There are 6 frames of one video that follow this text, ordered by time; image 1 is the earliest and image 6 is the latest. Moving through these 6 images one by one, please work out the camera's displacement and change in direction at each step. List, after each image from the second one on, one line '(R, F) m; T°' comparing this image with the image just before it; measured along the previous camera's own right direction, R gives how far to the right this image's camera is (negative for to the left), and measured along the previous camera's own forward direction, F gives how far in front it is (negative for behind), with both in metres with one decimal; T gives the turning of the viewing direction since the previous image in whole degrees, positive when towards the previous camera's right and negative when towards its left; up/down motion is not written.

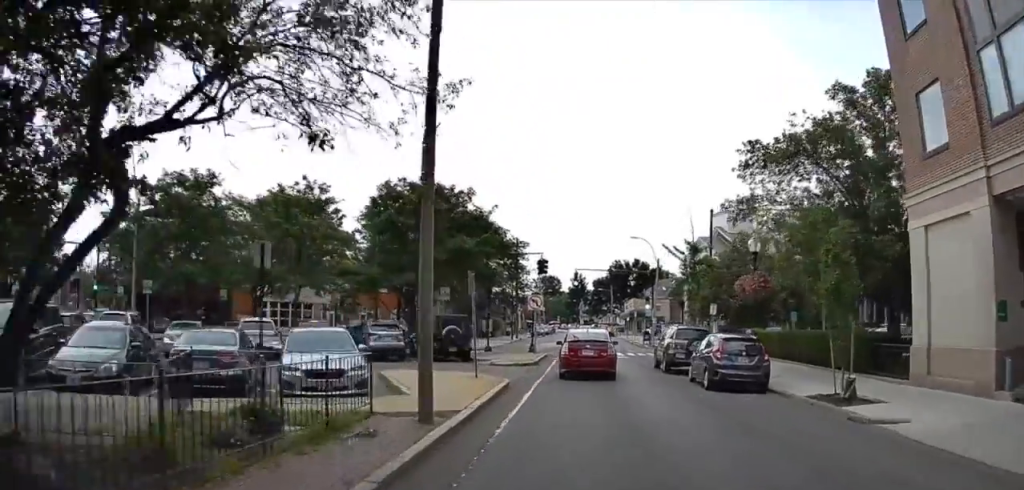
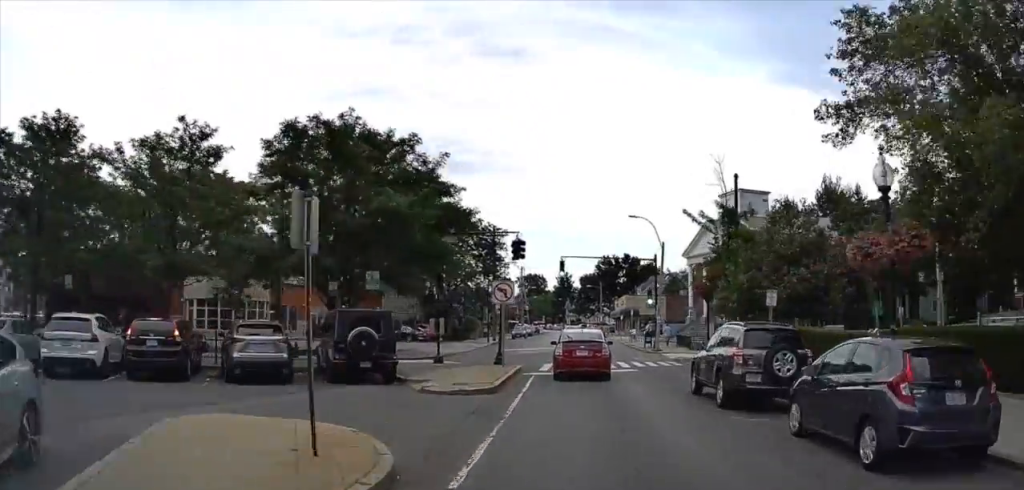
(0.0, +11.0) m; 0°
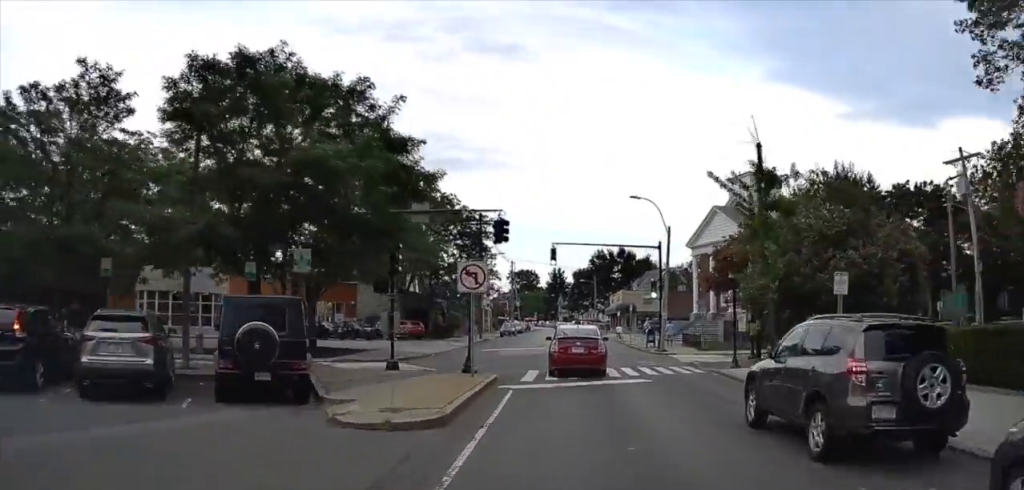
(0.0, +5.9) m; 0°
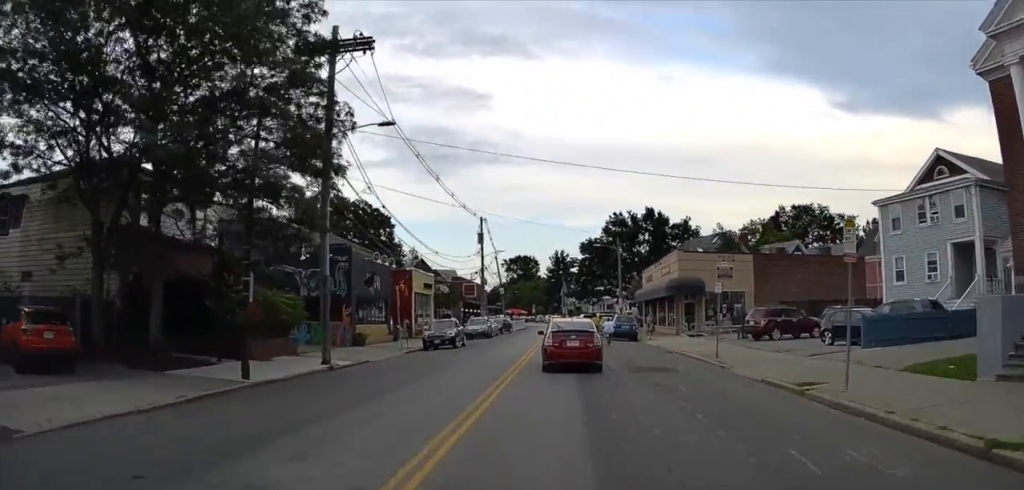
(+0.9, +44.6) m; 0°
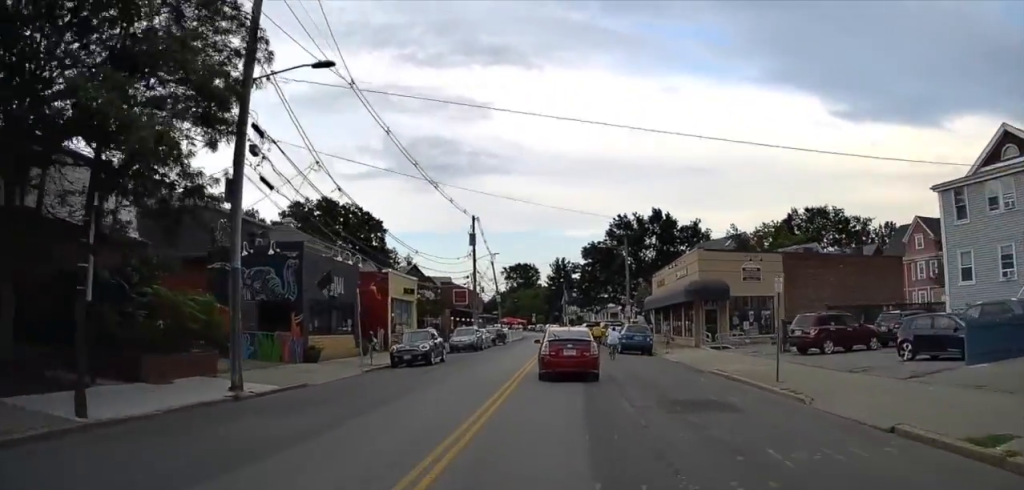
(0.0, +6.8) m; -2°
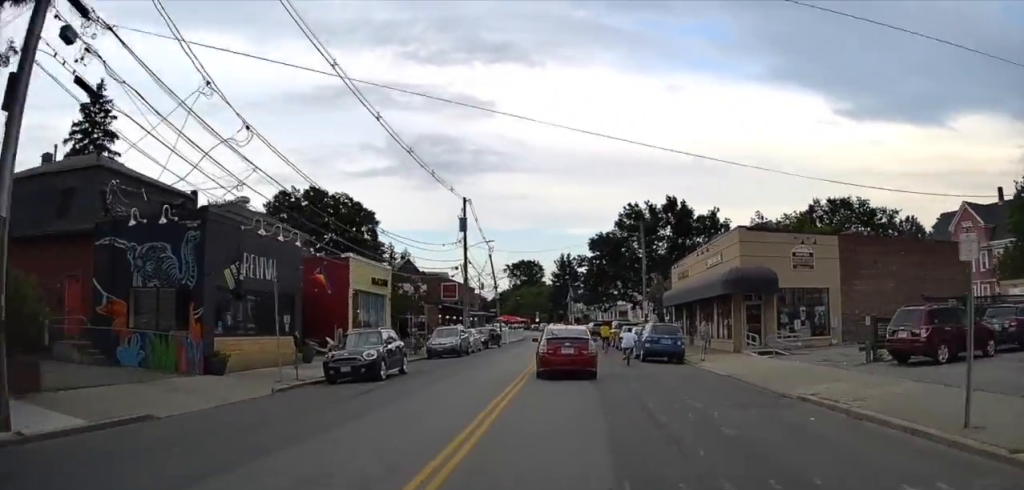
(-0.2, +8.4) m; -2°
